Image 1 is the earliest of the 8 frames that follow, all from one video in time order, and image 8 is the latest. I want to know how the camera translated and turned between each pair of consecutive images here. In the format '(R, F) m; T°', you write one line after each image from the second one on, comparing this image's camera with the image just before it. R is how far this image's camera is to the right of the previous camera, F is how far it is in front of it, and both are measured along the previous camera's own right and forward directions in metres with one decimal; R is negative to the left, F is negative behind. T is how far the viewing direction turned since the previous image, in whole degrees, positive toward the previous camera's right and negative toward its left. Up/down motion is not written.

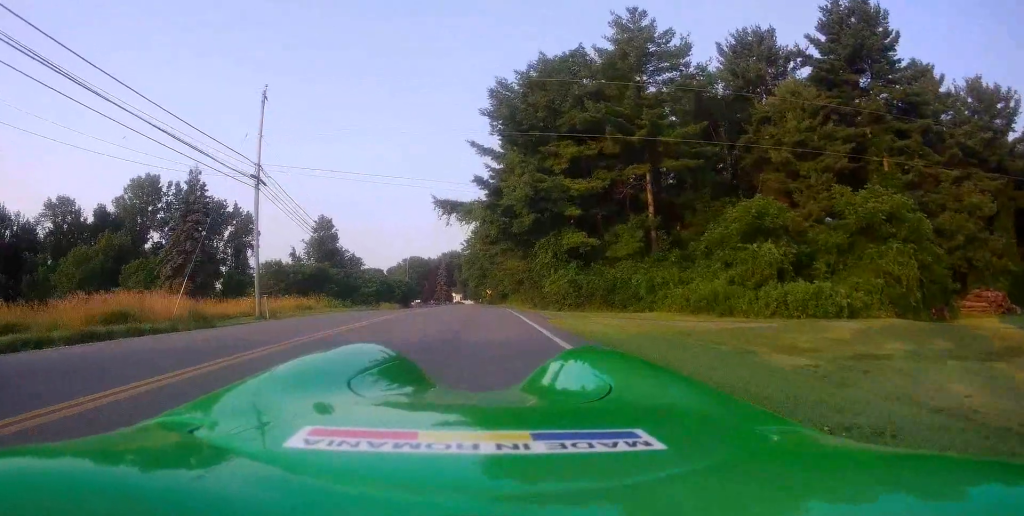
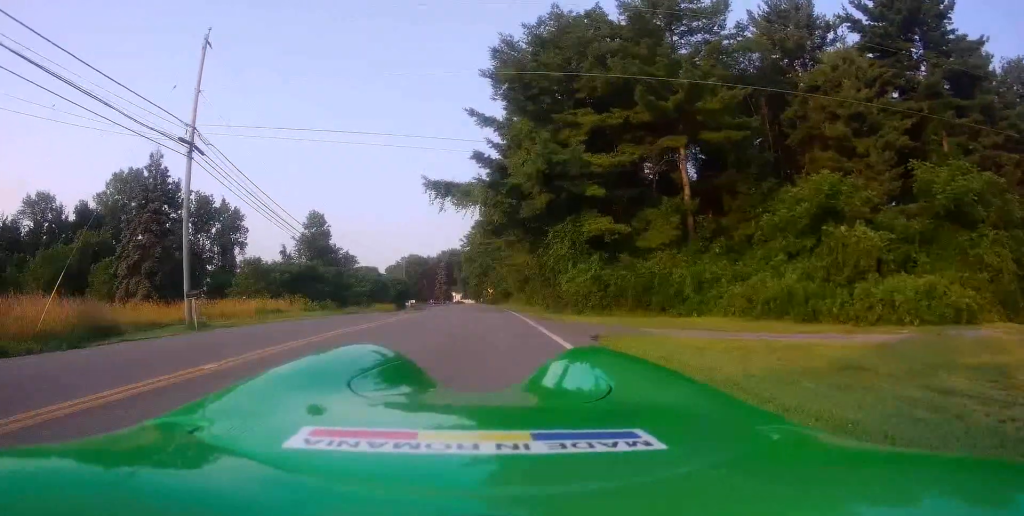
(-0.3, +6.4) m; -1°
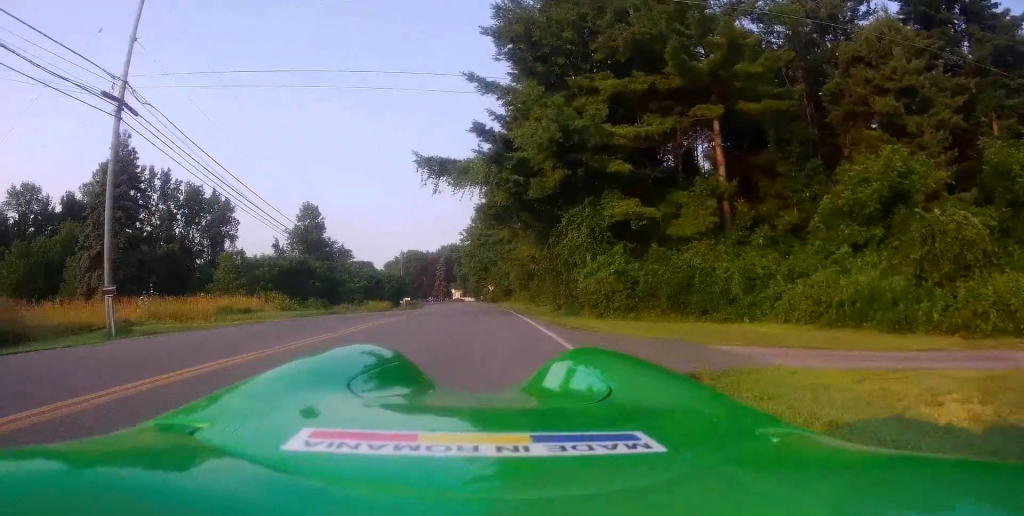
(+0.1, +4.6) m; +3°
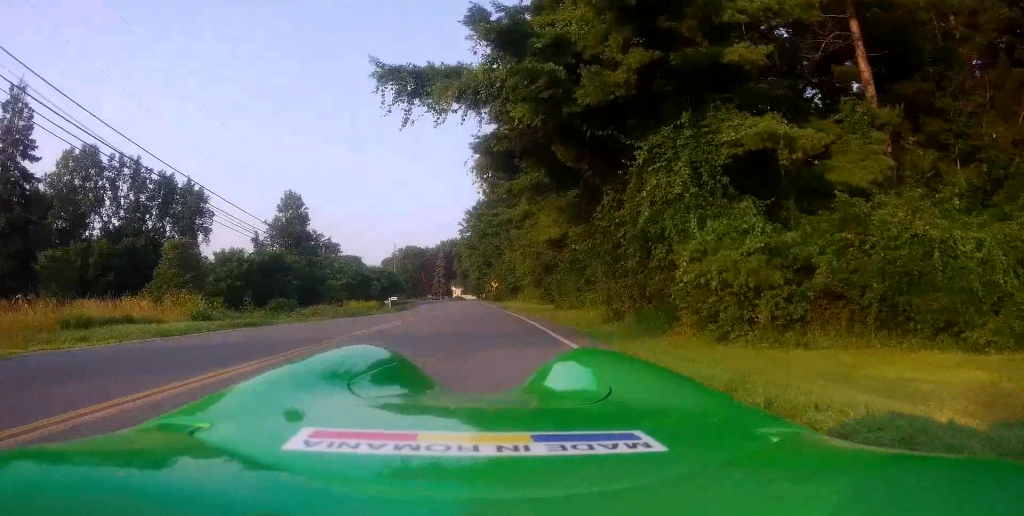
(-0.2, +10.8) m; +2°
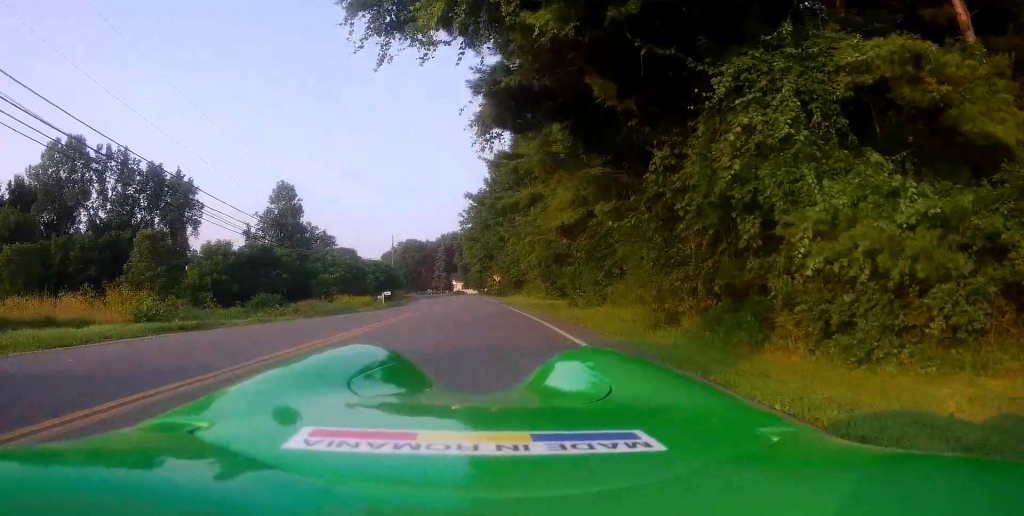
(+0.3, +4.2) m; +2°
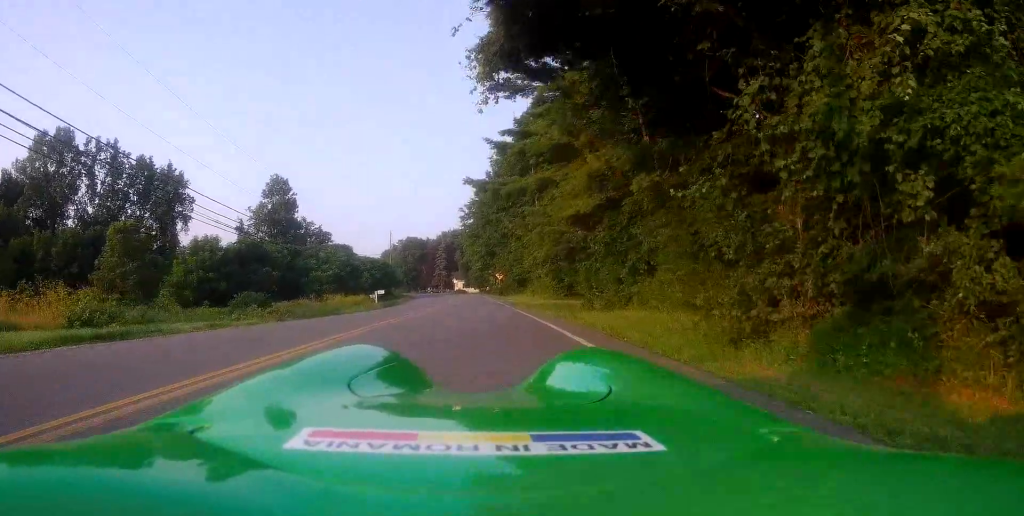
(+0.2, +3.5) m; +1°
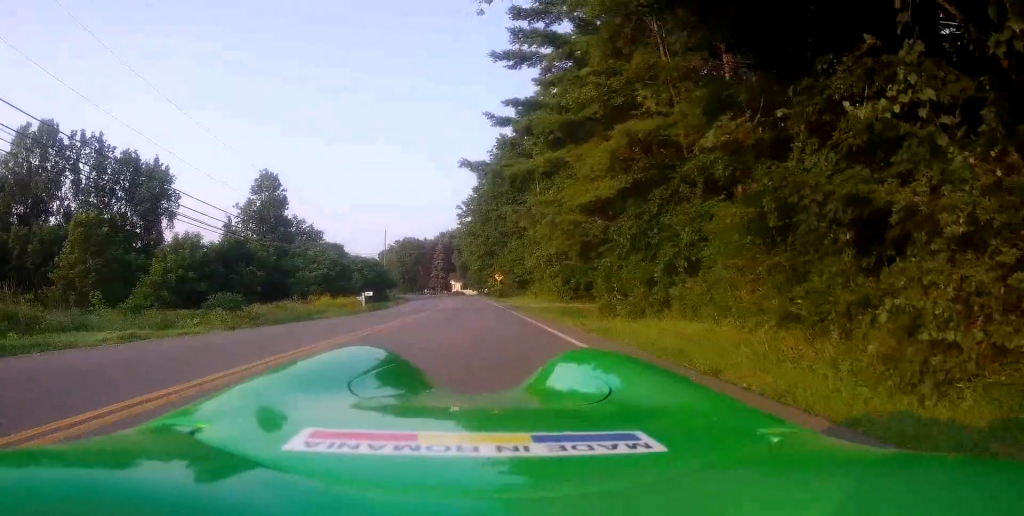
(-0.3, +4.0) m; -1°
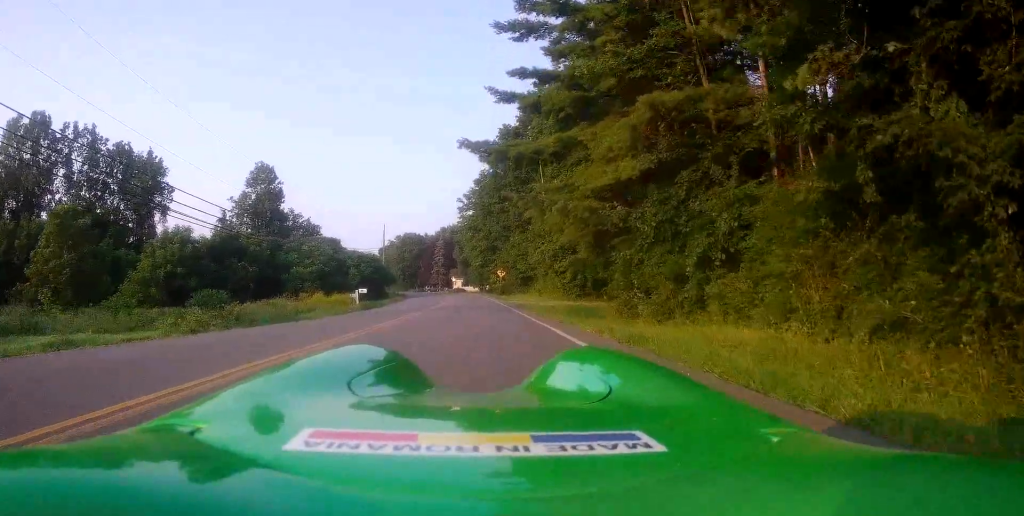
(0.0, +2.5) m; 0°
